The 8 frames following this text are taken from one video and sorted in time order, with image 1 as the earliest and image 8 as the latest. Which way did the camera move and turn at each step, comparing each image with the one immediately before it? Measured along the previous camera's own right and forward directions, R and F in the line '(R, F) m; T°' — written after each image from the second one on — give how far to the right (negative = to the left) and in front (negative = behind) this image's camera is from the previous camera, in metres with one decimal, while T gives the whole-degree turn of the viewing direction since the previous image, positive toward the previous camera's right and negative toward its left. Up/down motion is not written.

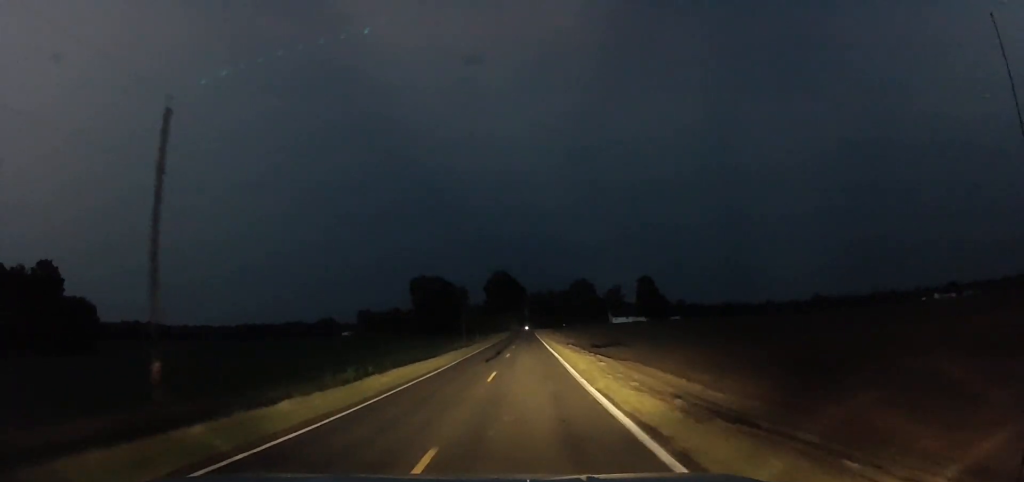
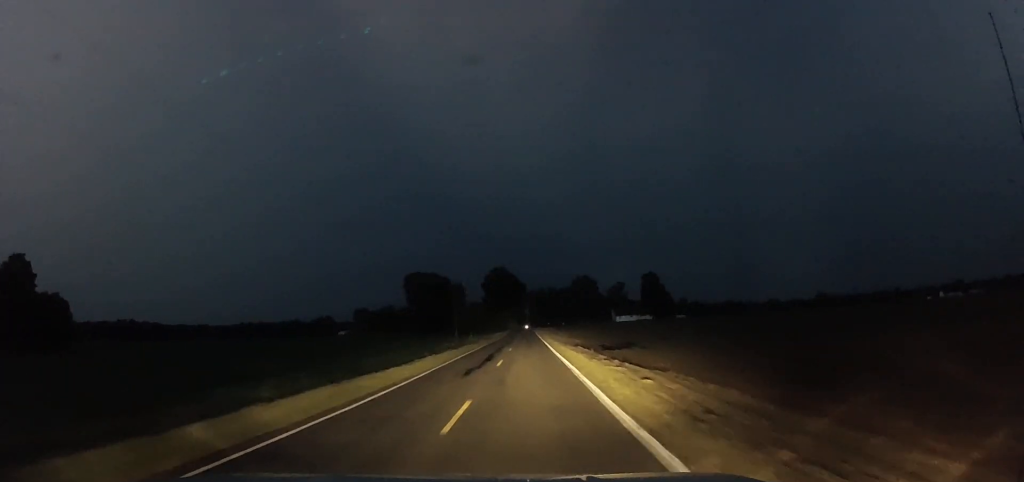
(0.0, +9.9) m; 0°
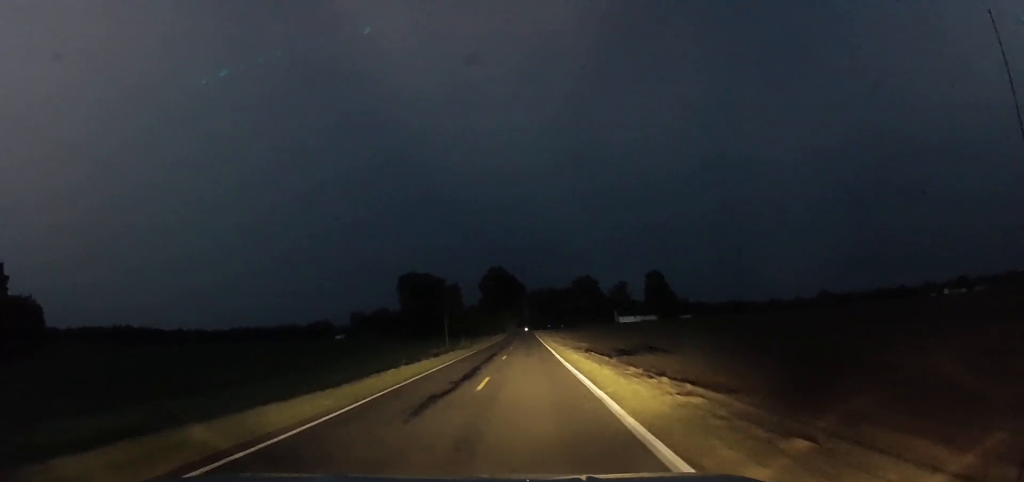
(0.0, +9.1) m; +1°
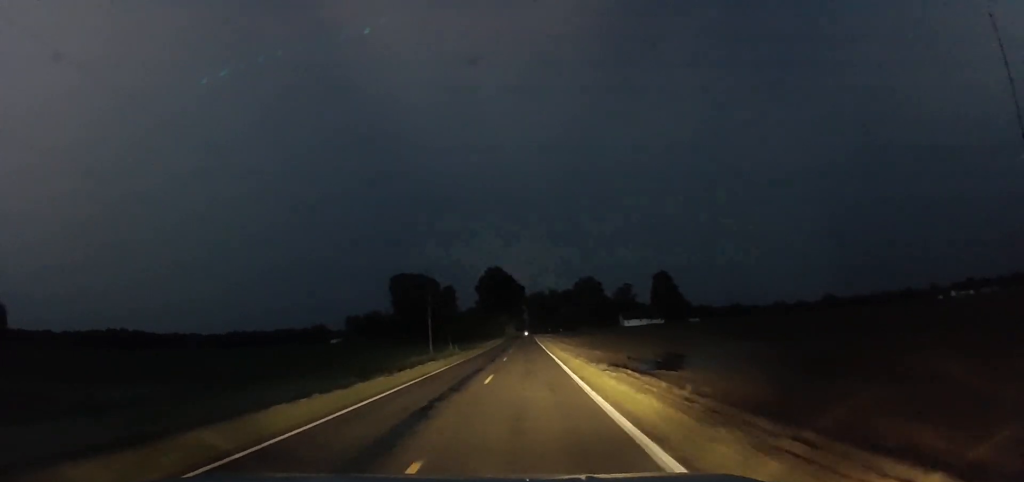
(+0.1, +12.5) m; +1°
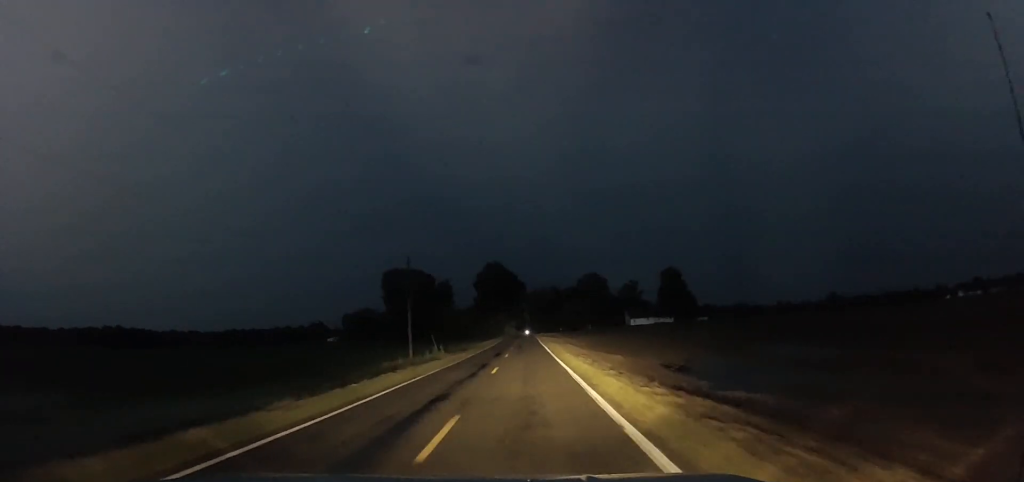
(+0.3, +11.3) m; 0°
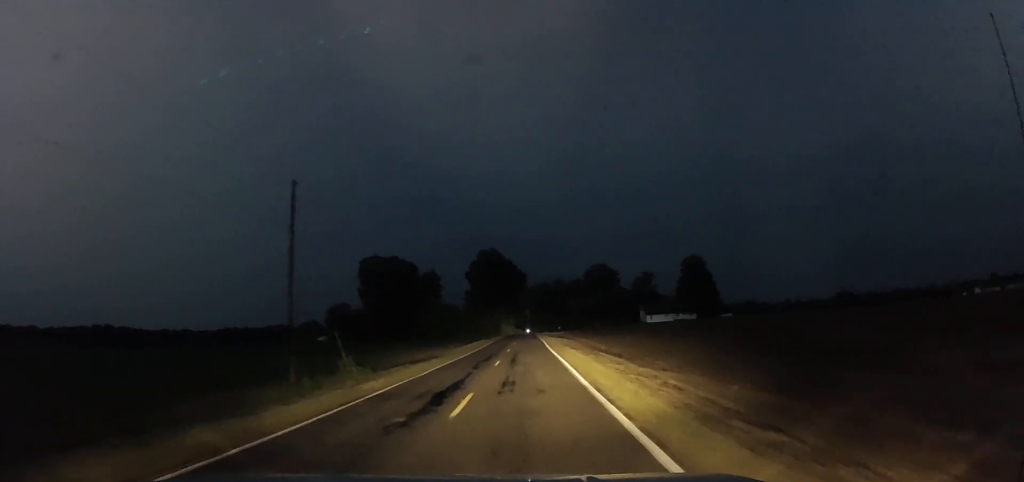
(-0.9, +27.0) m; -2°
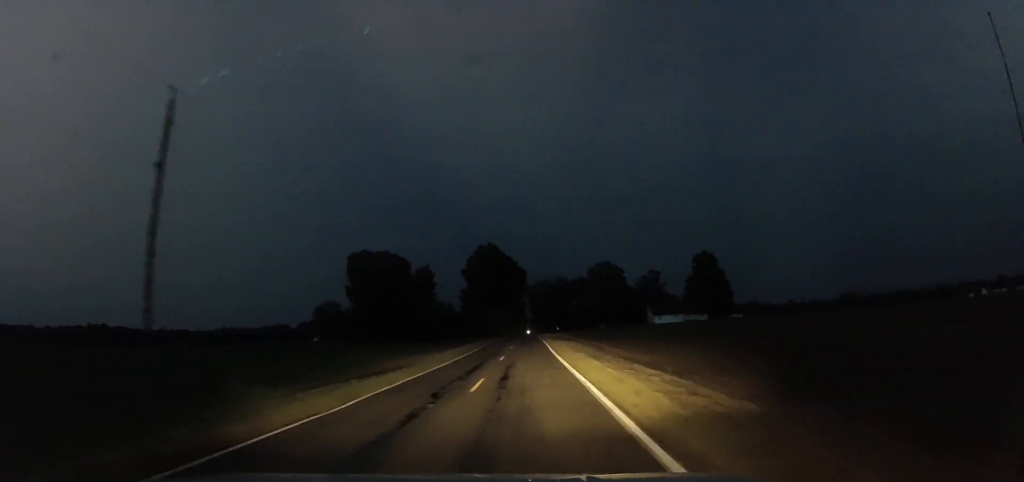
(0.0, +10.7) m; 0°
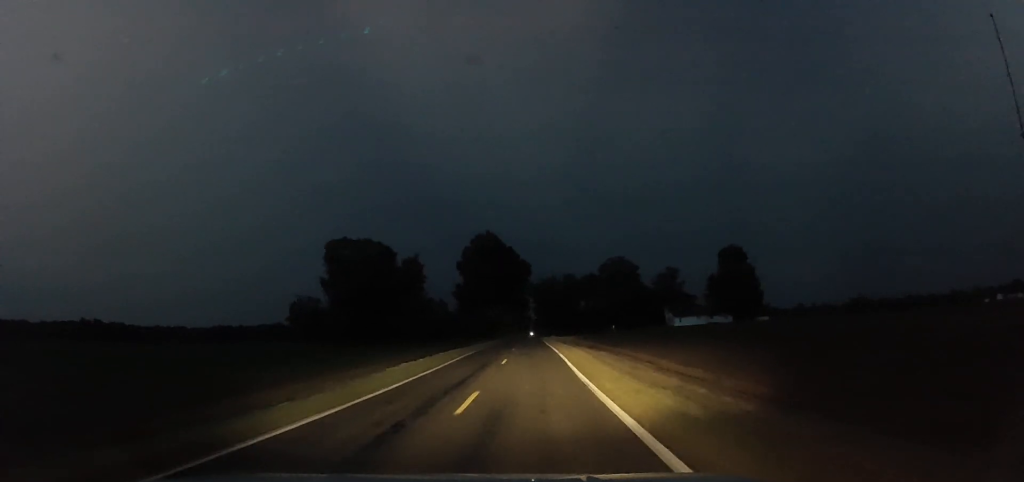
(0.0, +19.3) m; 0°
